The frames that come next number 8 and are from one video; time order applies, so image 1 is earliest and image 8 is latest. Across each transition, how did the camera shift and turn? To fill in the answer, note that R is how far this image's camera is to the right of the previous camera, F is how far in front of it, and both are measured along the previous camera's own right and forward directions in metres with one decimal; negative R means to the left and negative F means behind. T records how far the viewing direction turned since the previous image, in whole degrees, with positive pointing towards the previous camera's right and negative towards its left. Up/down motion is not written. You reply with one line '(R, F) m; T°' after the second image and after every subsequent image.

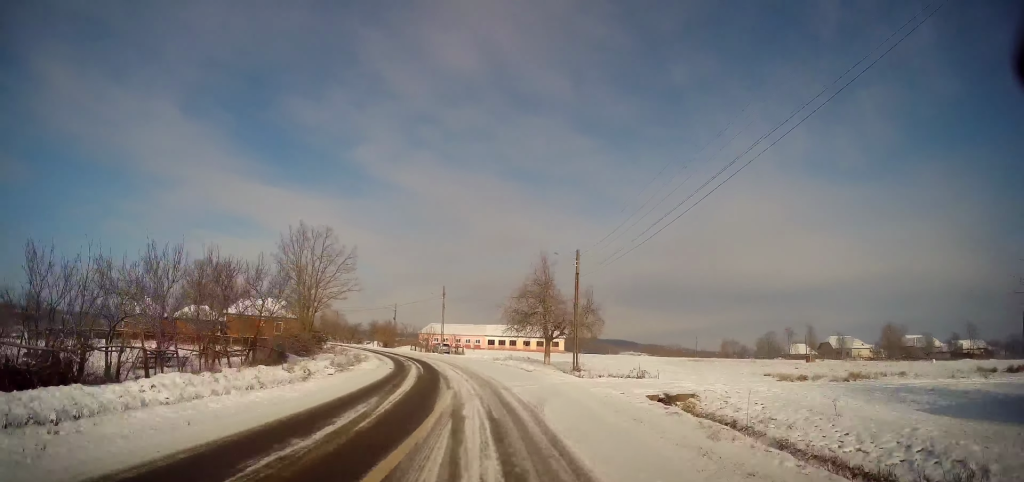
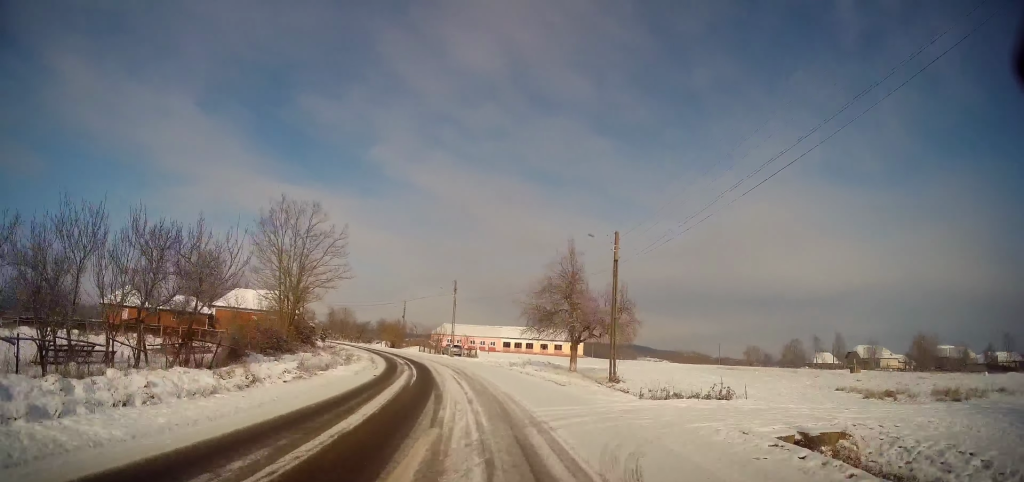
(0.0, +6.9) m; -1°
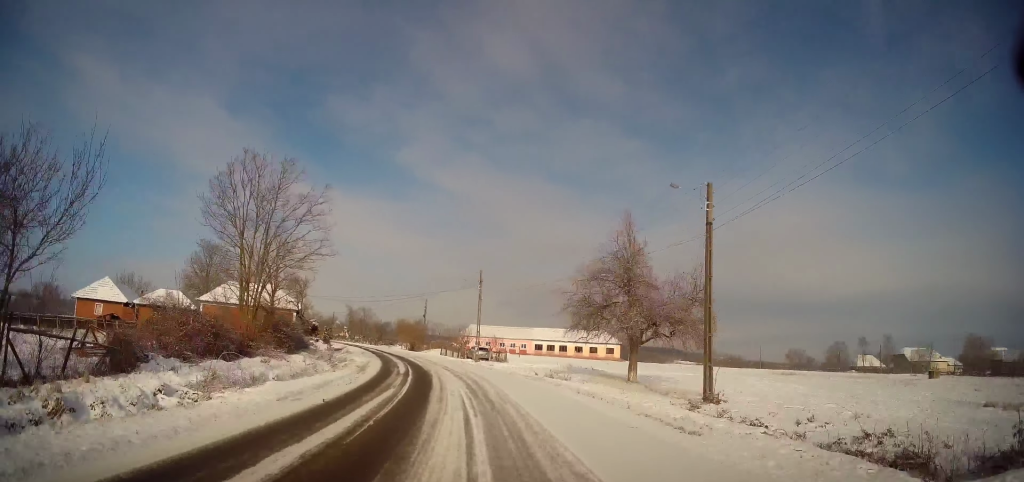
(-0.2, +9.4) m; -3°
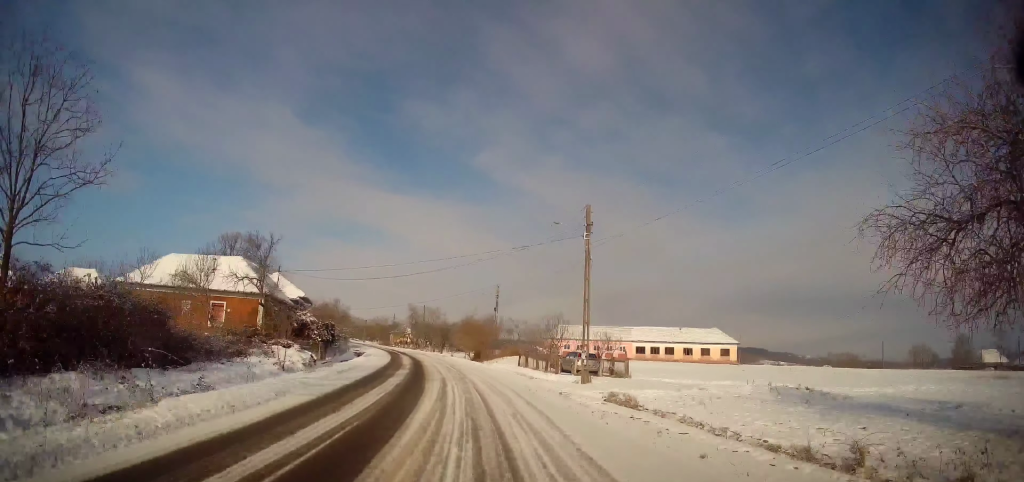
(-1.6, +23.1) m; -8°
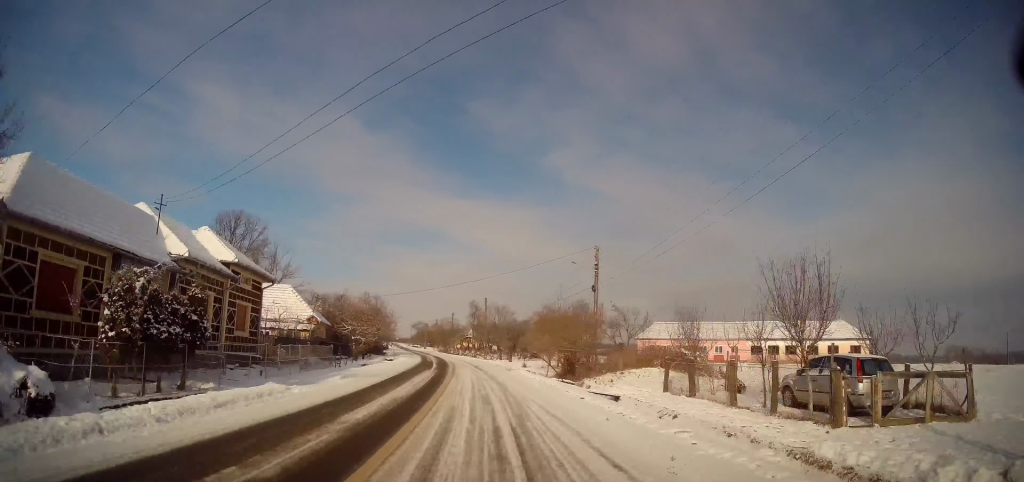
(-1.6, +21.8) m; -7°
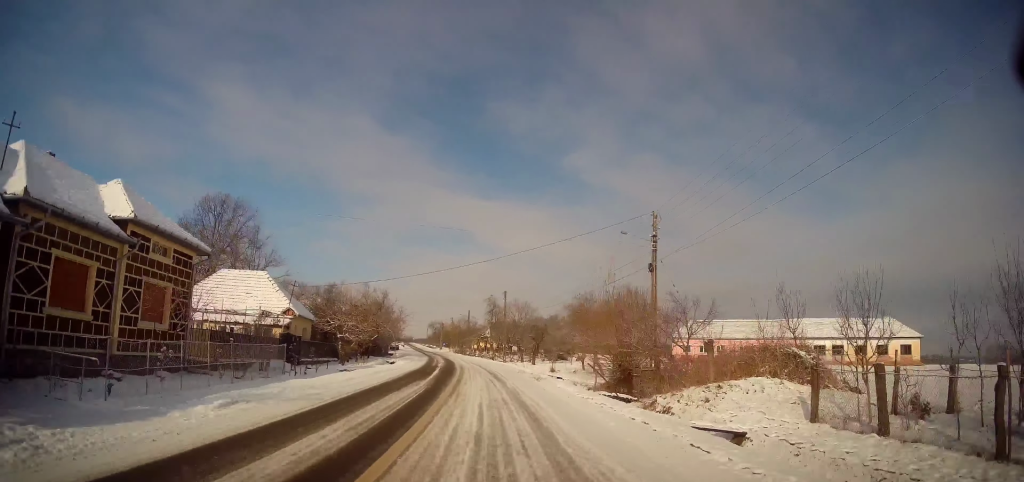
(-0.2, +8.5) m; -2°
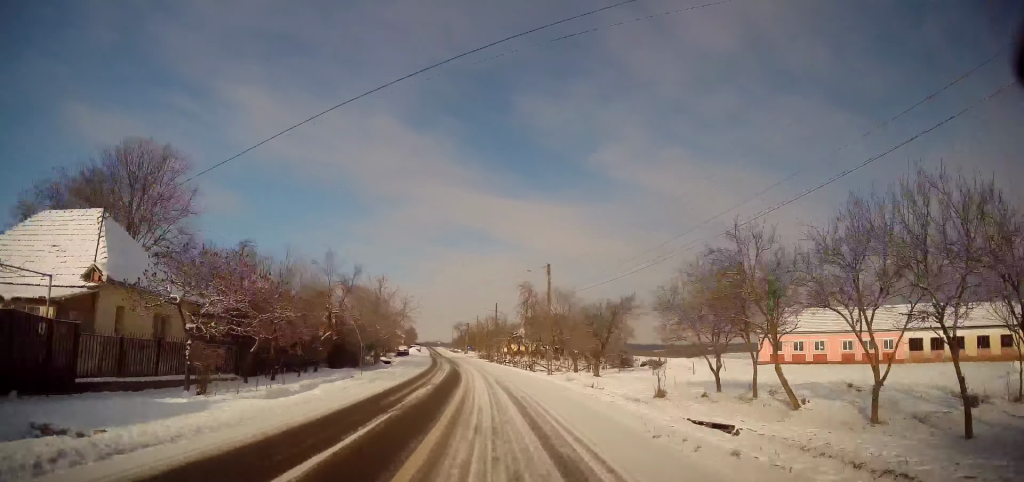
(-0.9, +20.3) m; -5°
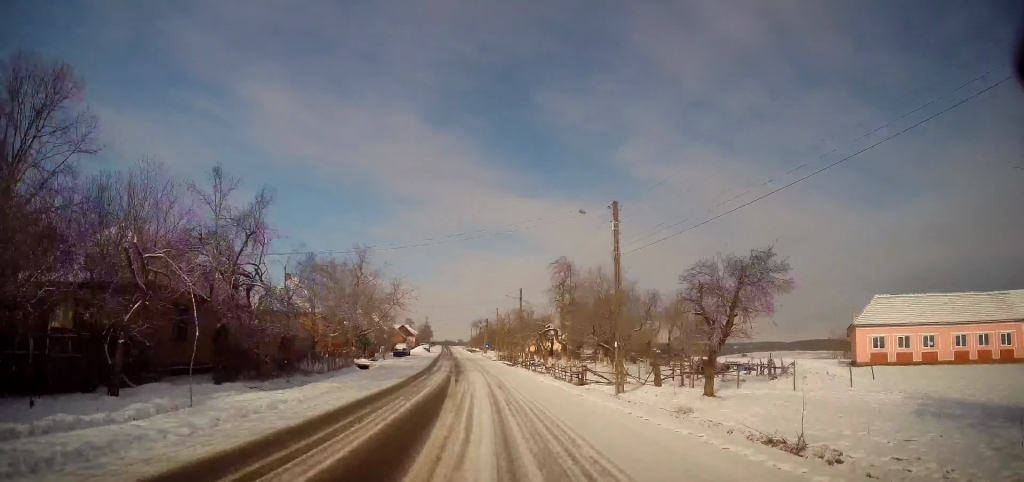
(-0.5, +16.4) m; -1°
